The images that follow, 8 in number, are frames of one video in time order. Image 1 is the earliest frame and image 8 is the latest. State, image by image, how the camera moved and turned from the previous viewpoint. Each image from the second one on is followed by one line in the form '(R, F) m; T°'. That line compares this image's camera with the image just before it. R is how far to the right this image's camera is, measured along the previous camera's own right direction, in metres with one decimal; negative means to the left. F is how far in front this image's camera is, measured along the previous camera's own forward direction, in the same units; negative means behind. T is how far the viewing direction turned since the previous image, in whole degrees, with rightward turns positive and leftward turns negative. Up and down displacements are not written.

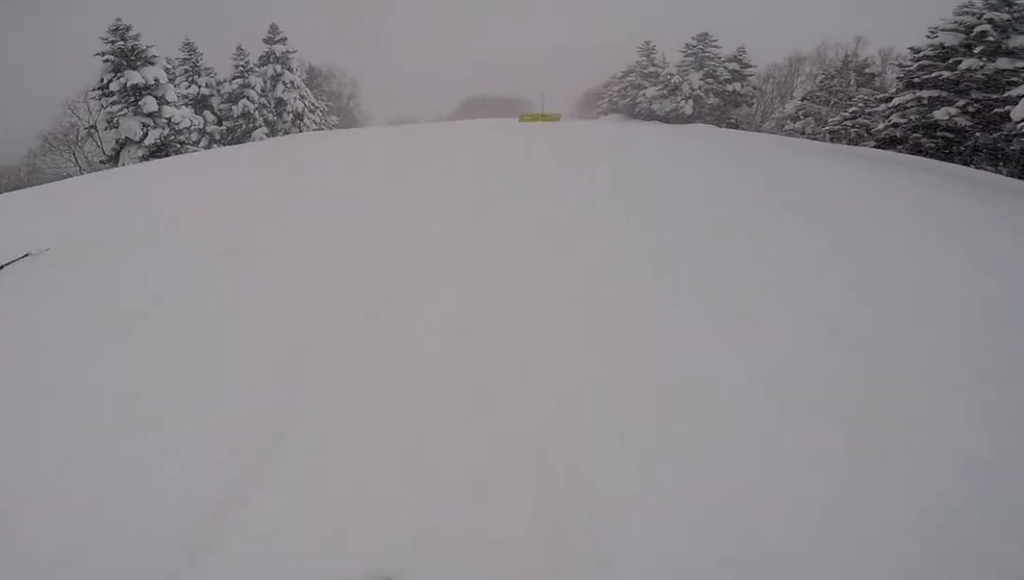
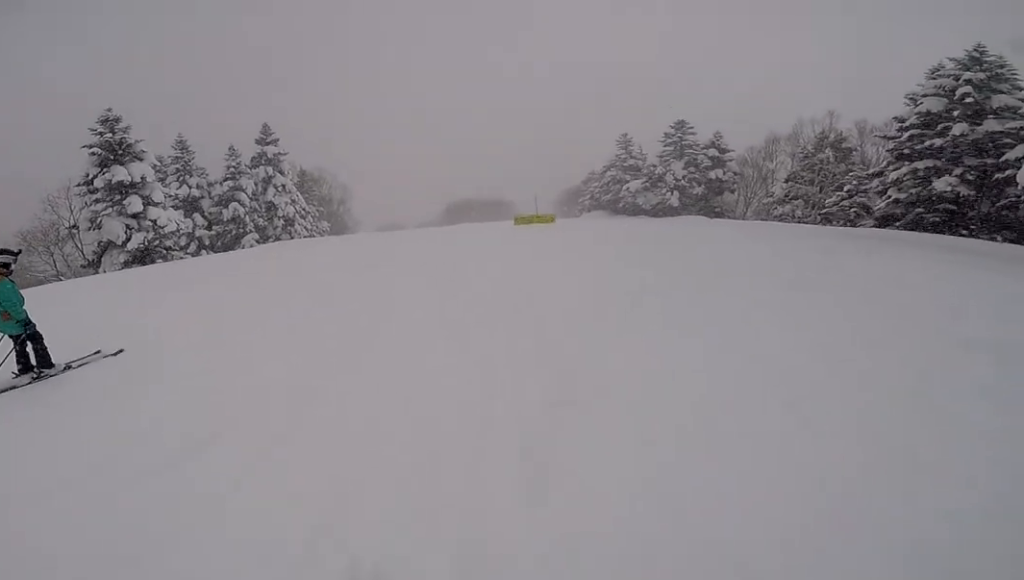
(-0.8, +1.8) m; -10°
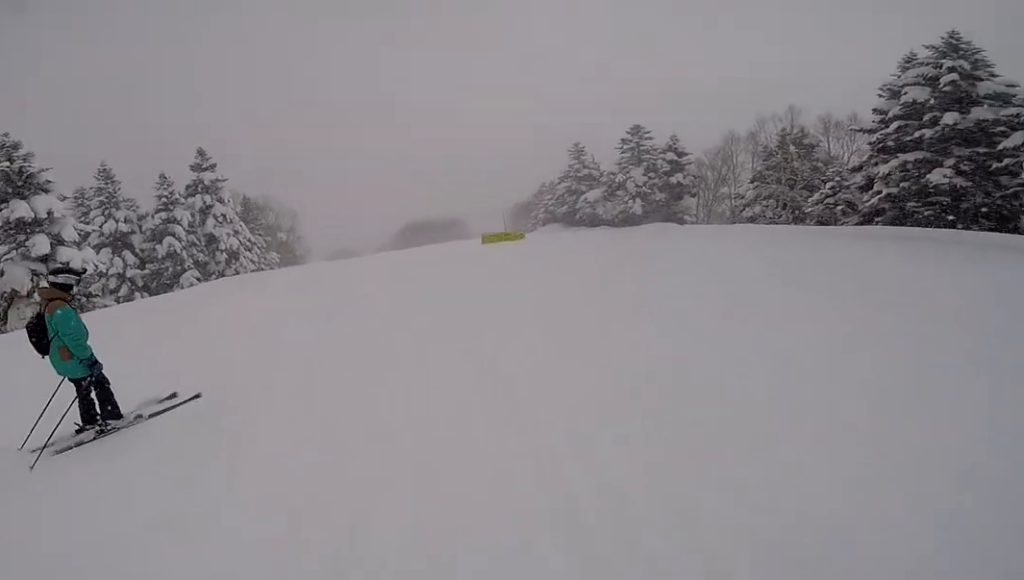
(-0.5, +2.7) m; -6°
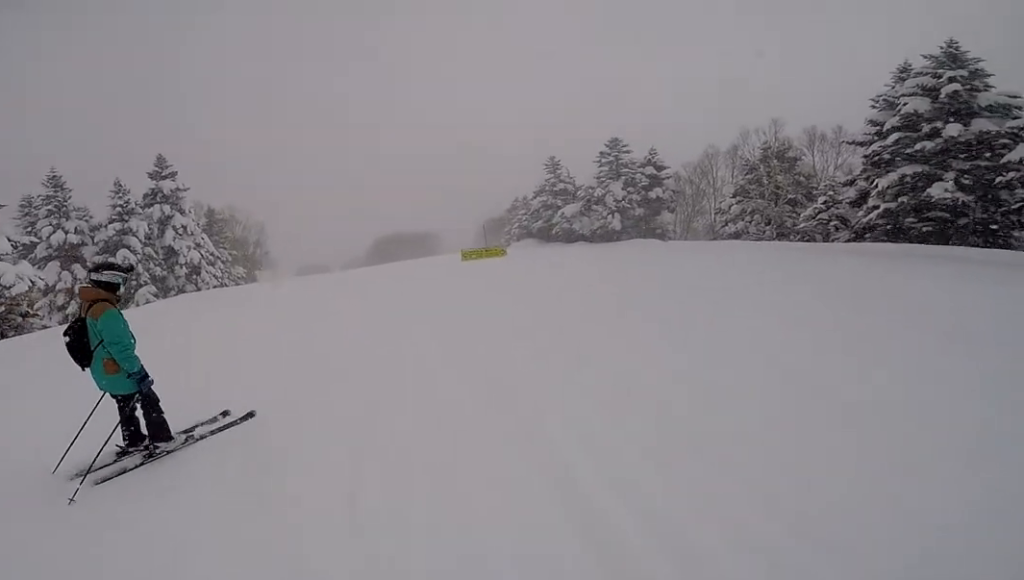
(0.0, +1.7) m; +7°
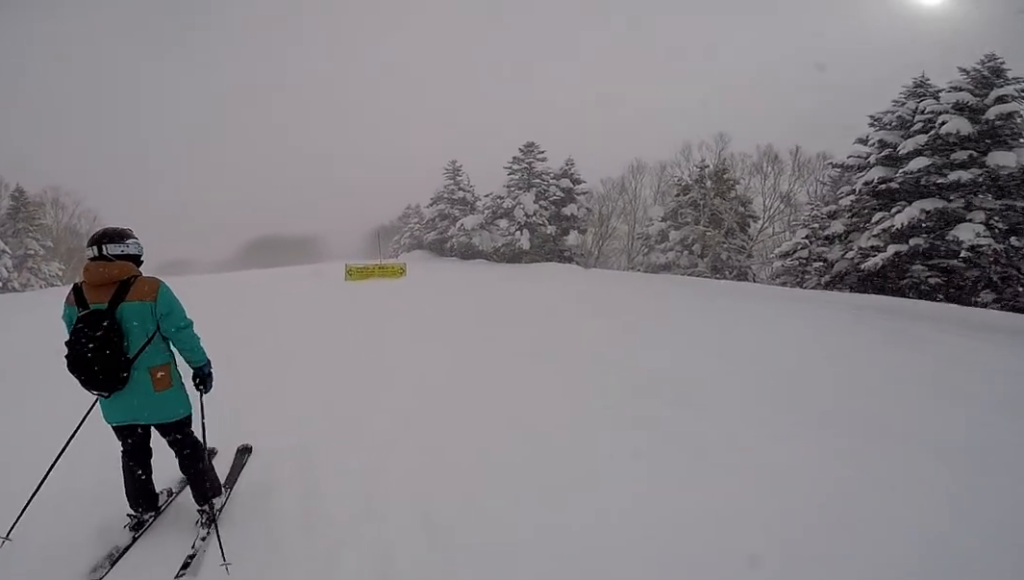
(+2.3, +7.2) m; +31°
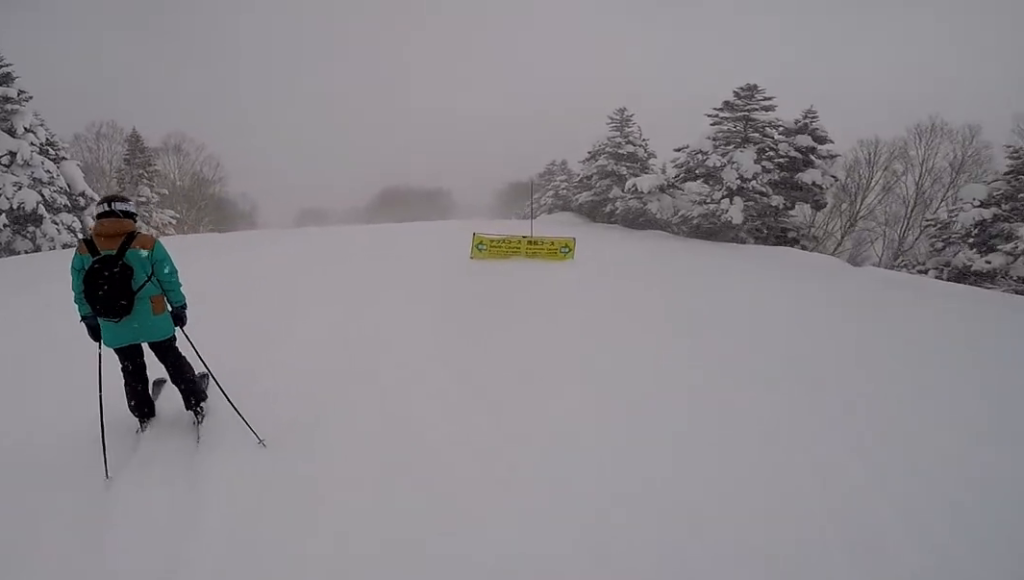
(+0.6, +7.1) m; -5°
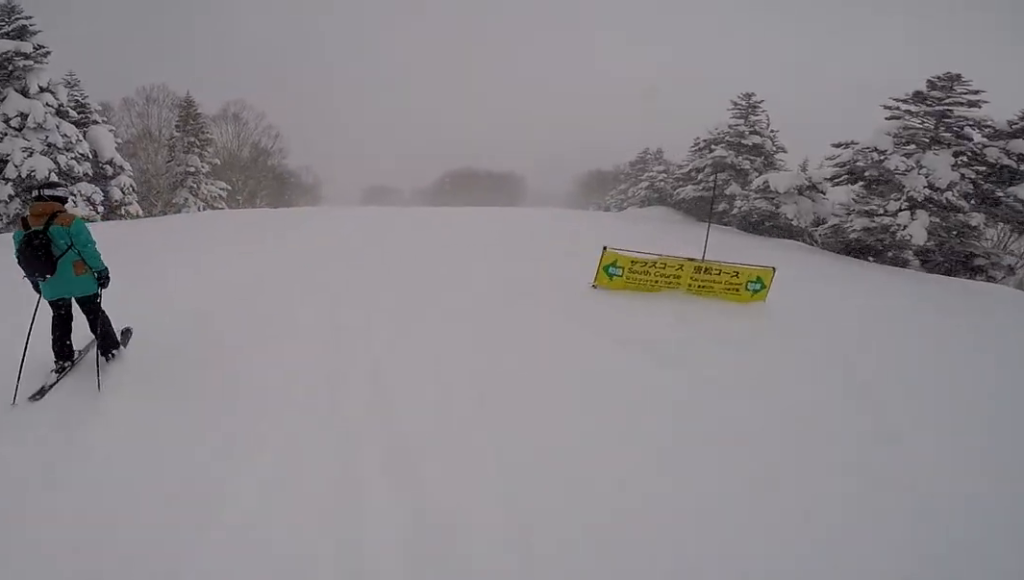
(-0.6, +4.3) m; -16°
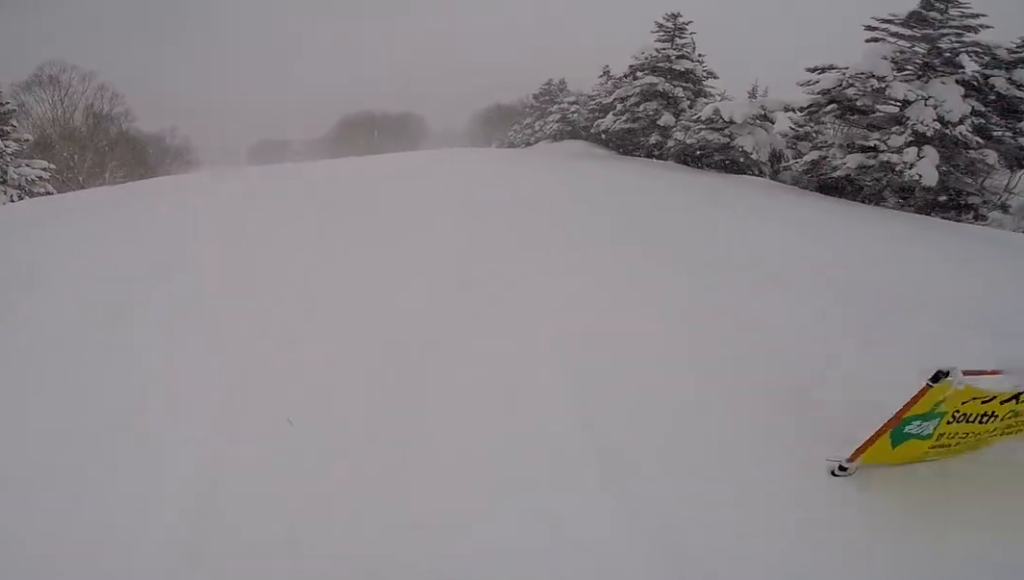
(-0.5, +5.0) m; +4°
